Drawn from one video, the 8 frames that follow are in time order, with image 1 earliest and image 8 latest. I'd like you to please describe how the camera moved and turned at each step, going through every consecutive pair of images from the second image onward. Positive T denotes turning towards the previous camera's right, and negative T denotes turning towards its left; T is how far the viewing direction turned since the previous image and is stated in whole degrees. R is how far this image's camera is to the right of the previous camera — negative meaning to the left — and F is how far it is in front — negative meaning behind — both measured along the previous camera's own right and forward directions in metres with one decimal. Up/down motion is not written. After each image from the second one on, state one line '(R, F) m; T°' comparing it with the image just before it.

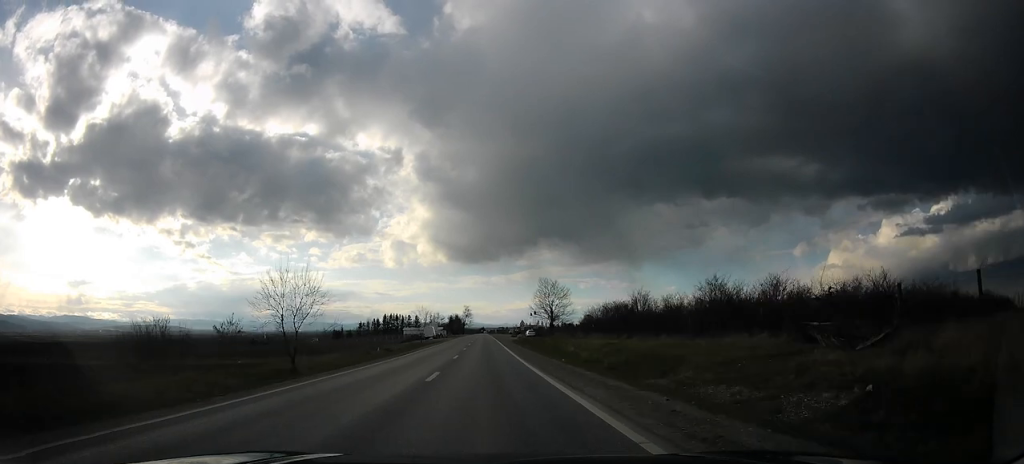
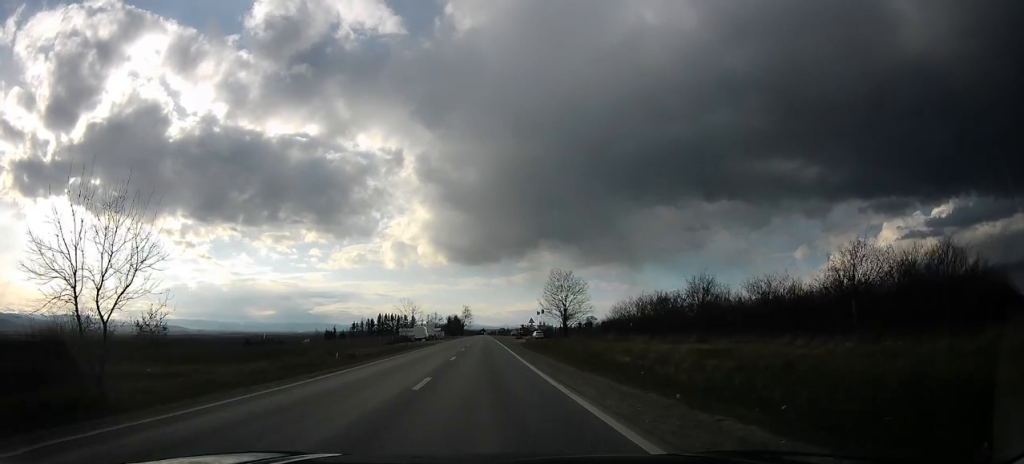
(0.0, +13.9) m; 0°
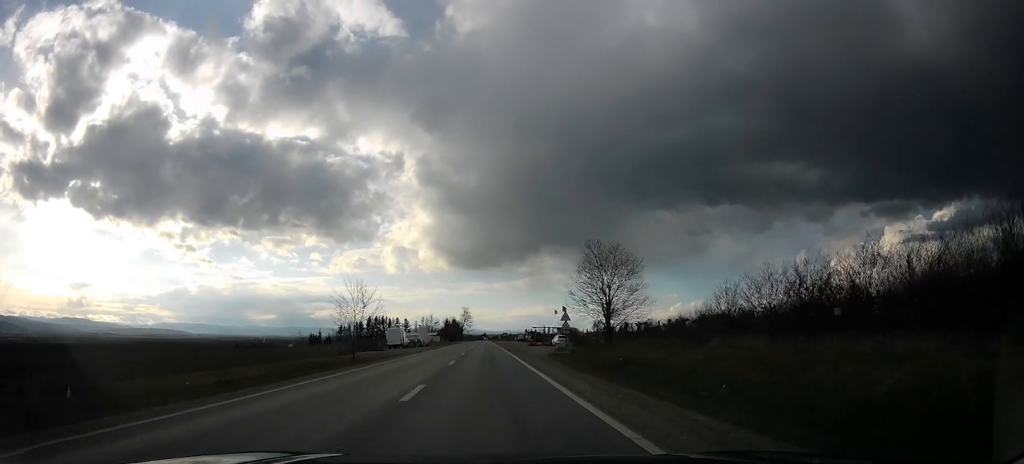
(0.0, +25.0) m; 0°
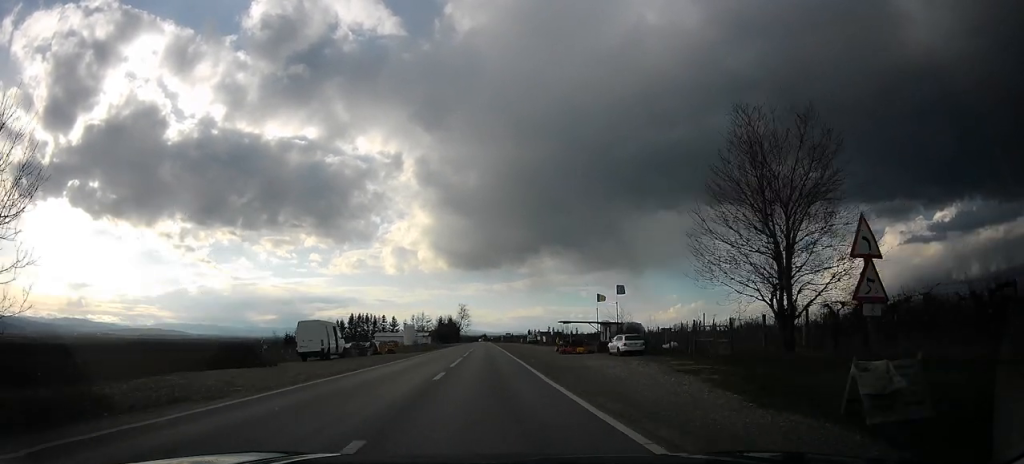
(-0.1, +30.0) m; -1°
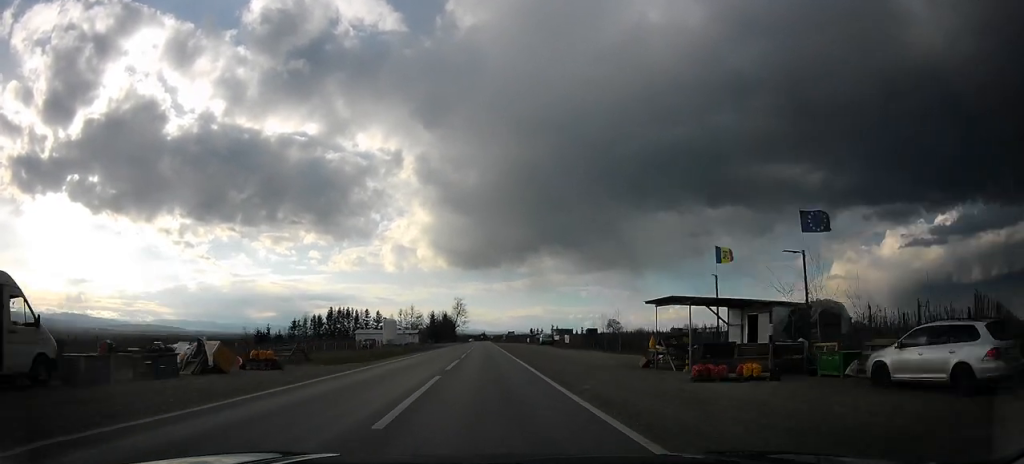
(-0.3, +27.0) m; -1°
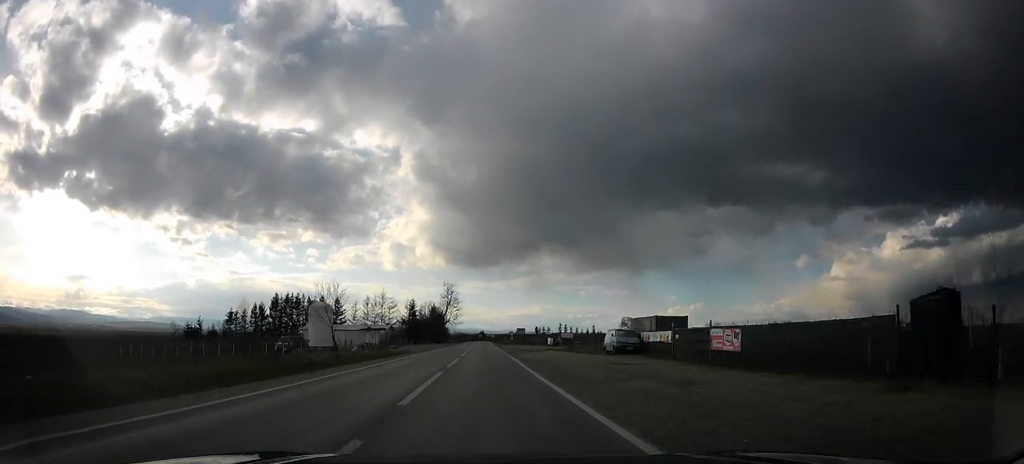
(0.0, +46.2) m; 0°
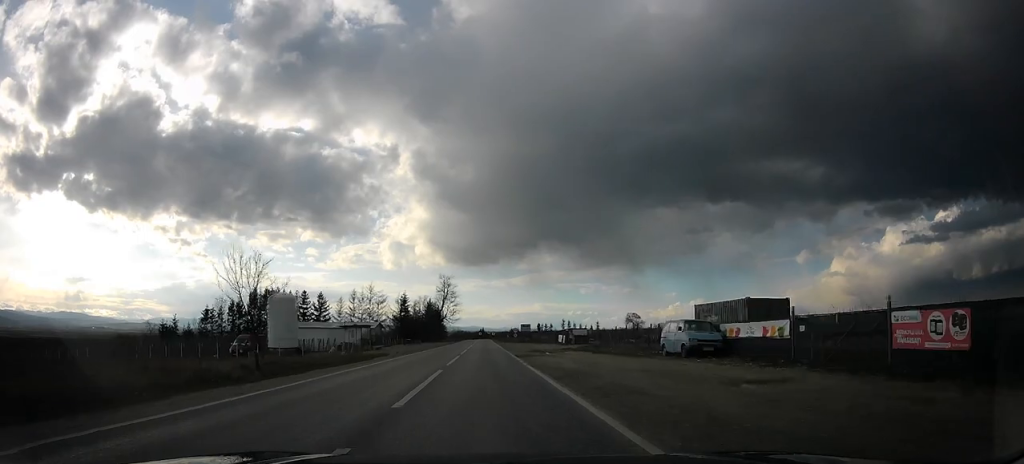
(0.0, +12.7) m; 0°
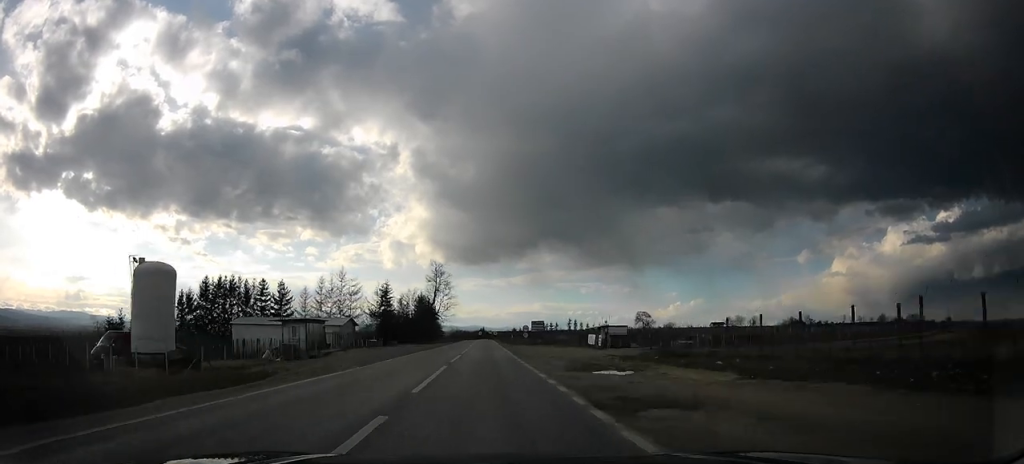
(0.0, +22.2) m; 0°
